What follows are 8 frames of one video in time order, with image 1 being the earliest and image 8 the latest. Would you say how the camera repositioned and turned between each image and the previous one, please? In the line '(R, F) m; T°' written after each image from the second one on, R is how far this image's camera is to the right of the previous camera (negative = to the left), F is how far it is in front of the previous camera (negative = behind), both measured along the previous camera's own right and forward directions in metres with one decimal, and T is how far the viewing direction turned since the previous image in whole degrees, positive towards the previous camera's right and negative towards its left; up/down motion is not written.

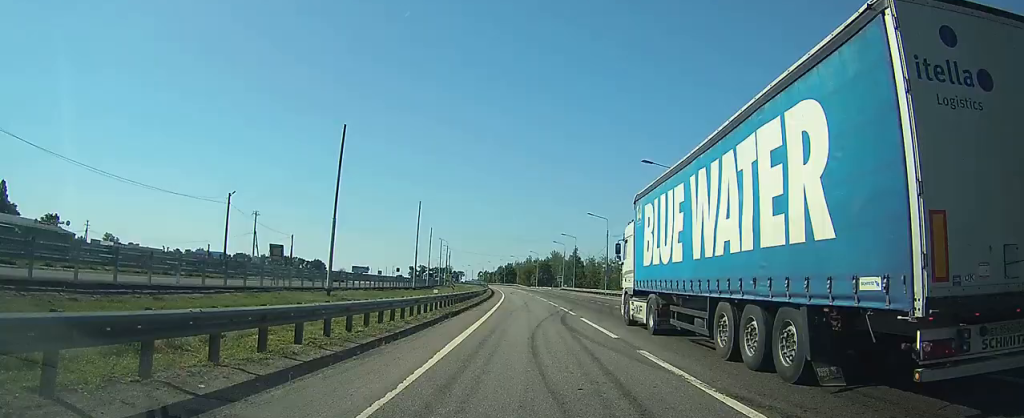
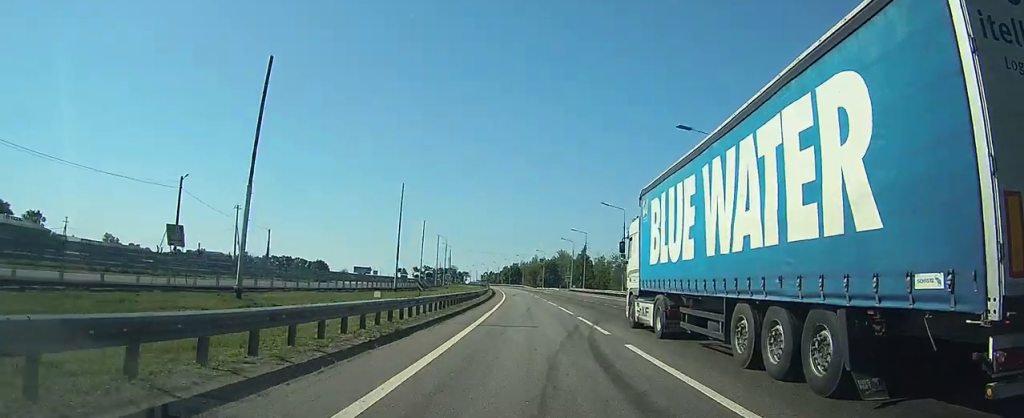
(+0.1, +10.8) m; 0°
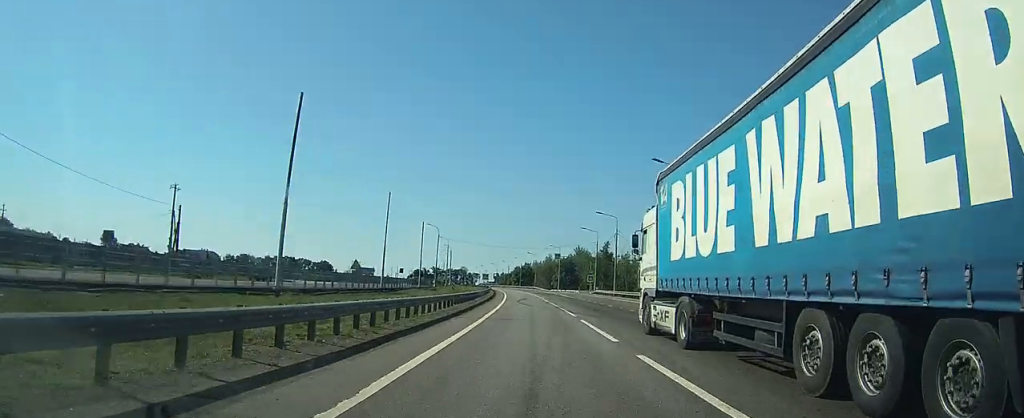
(-0.3, +26.1) m; -1°
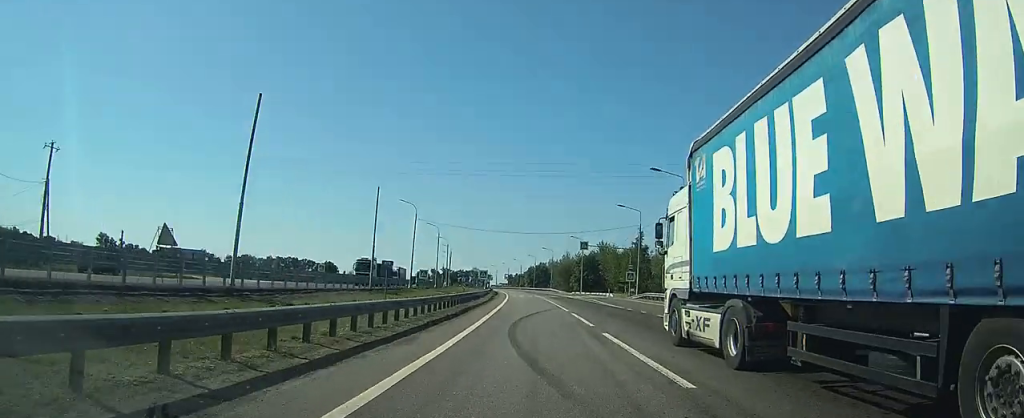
(-0.4, +30.7) m; -1°
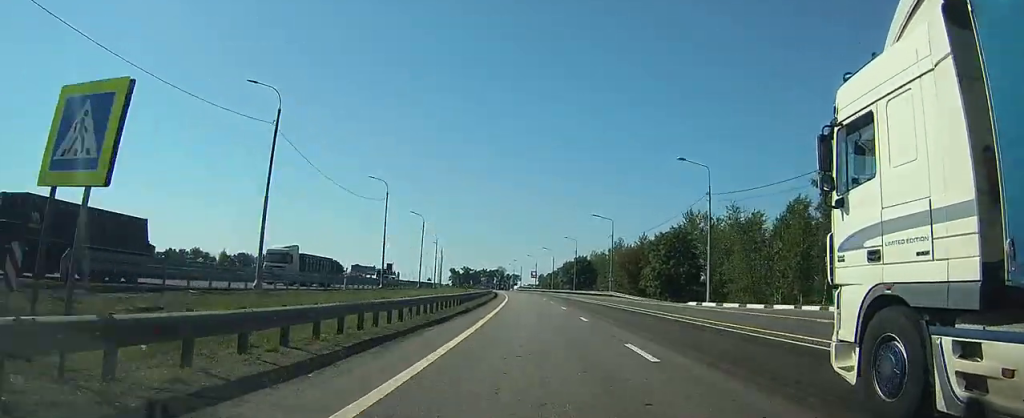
(-2.3, +73.6) m; -3°
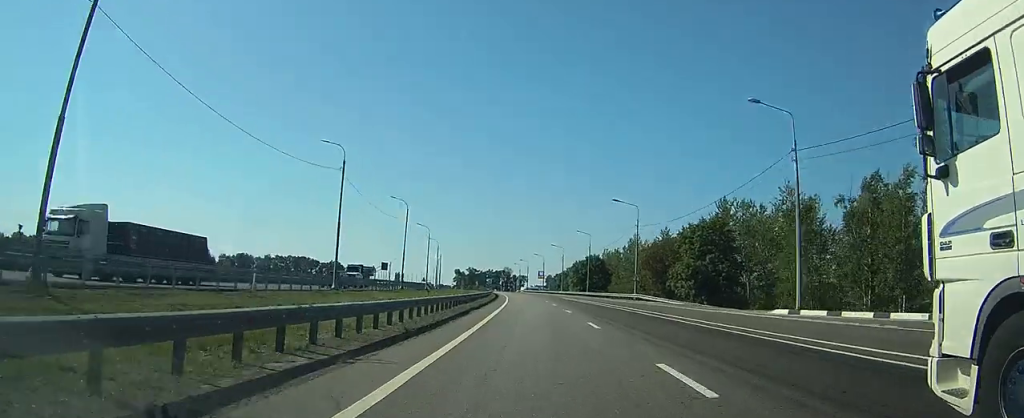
(-0.1, +15.5) m; -1°
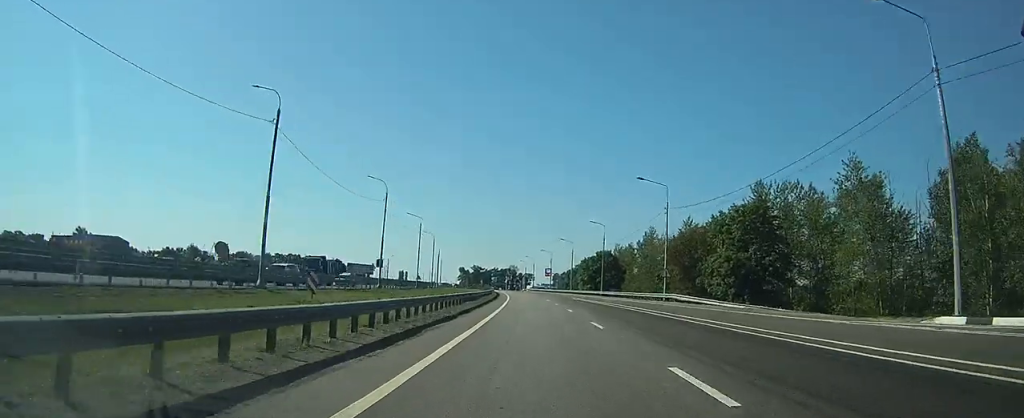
(-0.1, +12.7) m; -1°
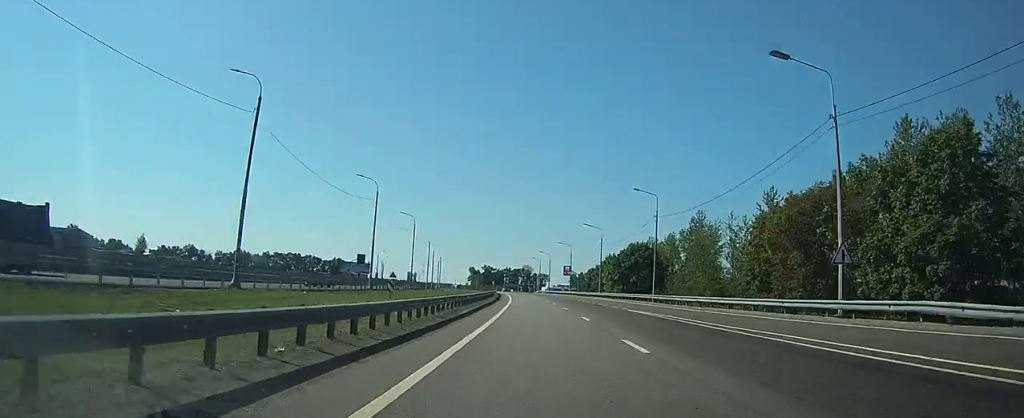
(-0.4, +31.0) m; -1°
